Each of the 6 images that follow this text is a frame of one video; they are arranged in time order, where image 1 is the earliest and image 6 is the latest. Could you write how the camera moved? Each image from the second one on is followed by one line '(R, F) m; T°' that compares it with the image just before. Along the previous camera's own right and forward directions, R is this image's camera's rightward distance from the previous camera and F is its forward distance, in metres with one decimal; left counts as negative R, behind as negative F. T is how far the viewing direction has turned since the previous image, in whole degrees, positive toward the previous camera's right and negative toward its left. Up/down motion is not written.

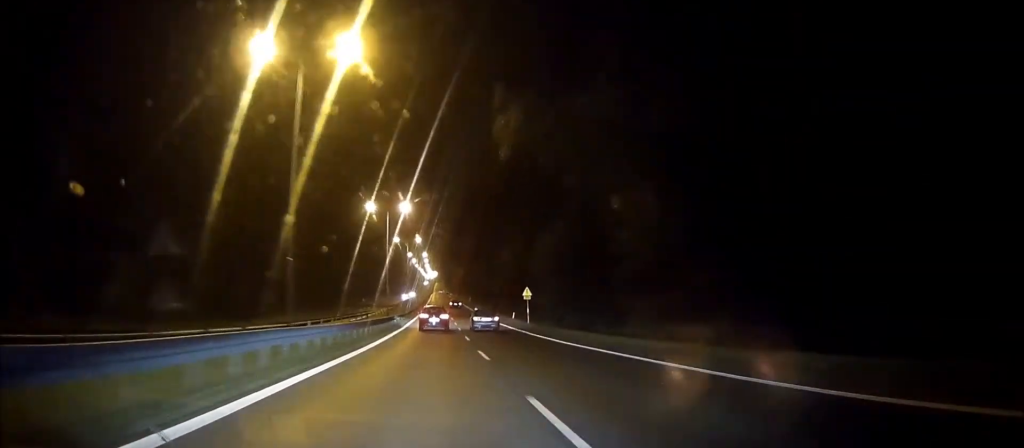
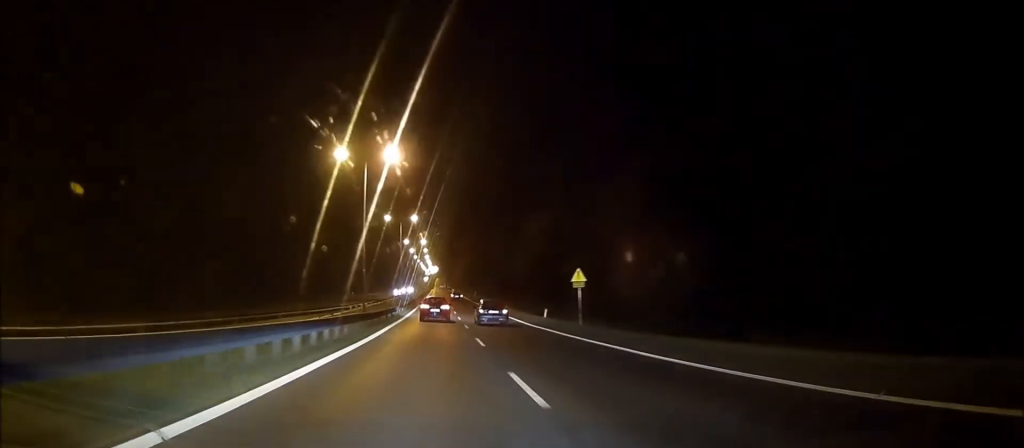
(0.0, +21.6) m; 0°
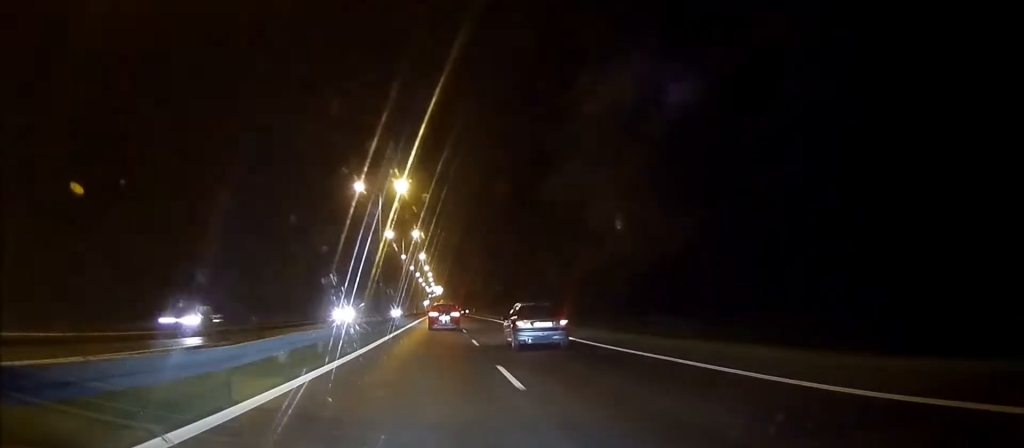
(-1.5, +83.0) m; -2°
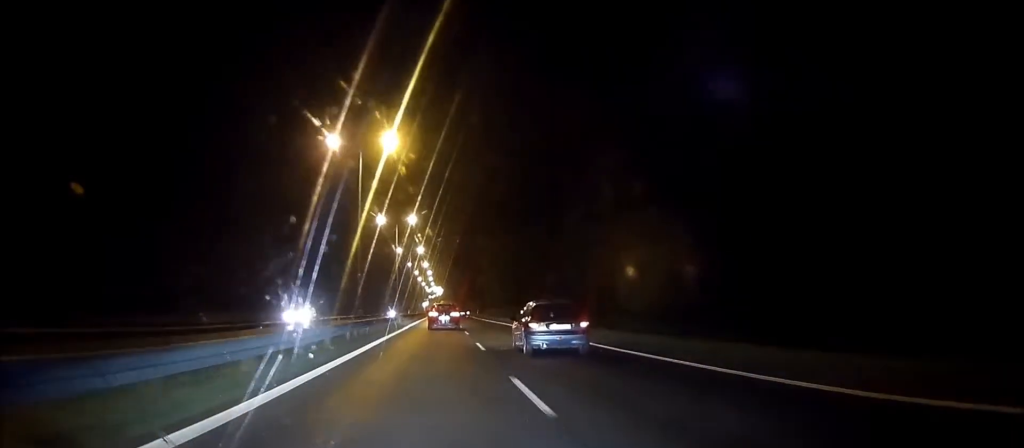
(0.0, +14.8) m; 0°
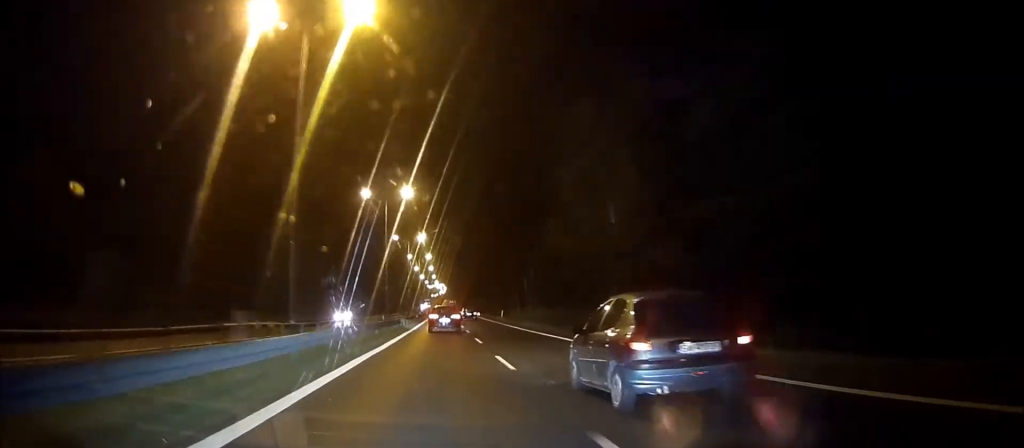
(+0.3, +53.6) m; 0°
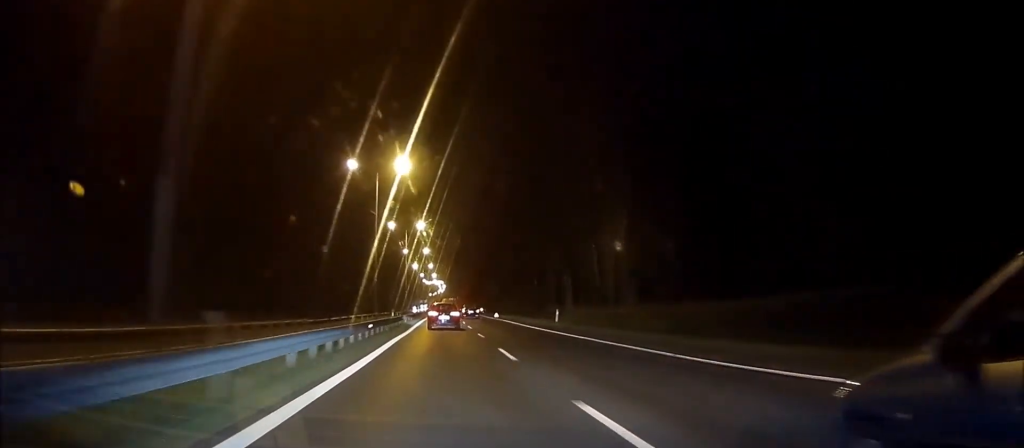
(+0.3, +45.1) m; +1°
